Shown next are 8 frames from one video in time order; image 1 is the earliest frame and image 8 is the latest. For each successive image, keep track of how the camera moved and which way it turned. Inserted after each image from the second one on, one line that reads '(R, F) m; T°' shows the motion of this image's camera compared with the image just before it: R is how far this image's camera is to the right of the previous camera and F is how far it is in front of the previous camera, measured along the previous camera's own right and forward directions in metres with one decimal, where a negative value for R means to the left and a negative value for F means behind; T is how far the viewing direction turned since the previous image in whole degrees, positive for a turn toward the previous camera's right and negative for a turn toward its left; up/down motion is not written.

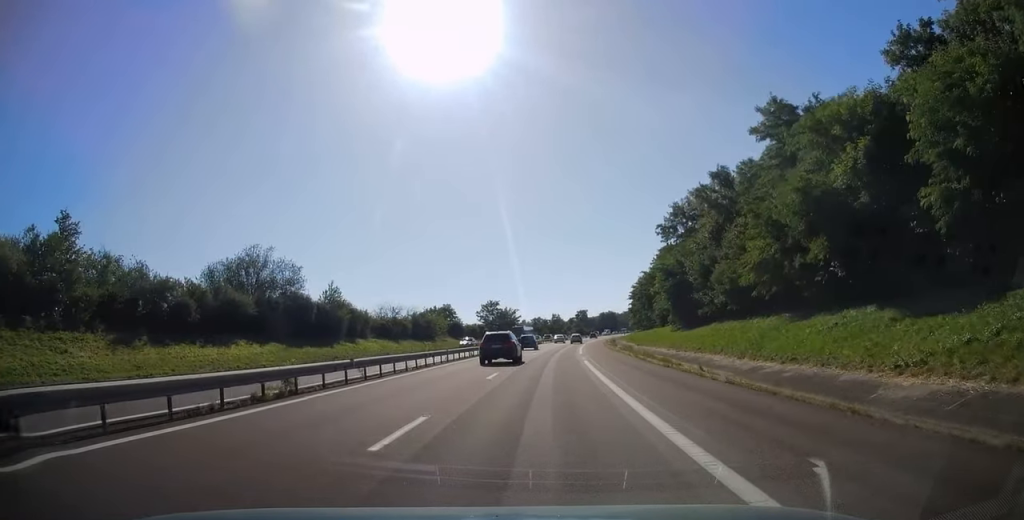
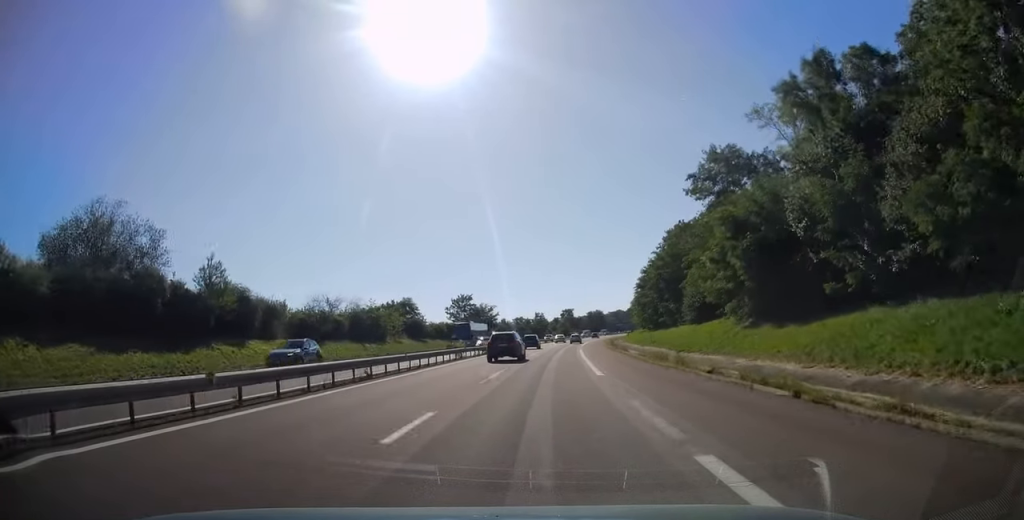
(+0.4, +25.1) m; +1°
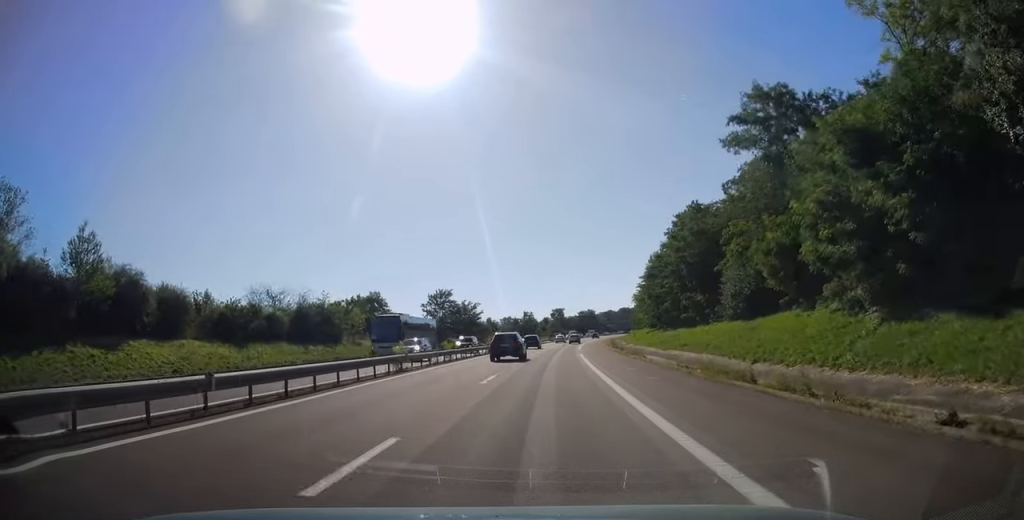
(+0.1, +15.4) m; +1°
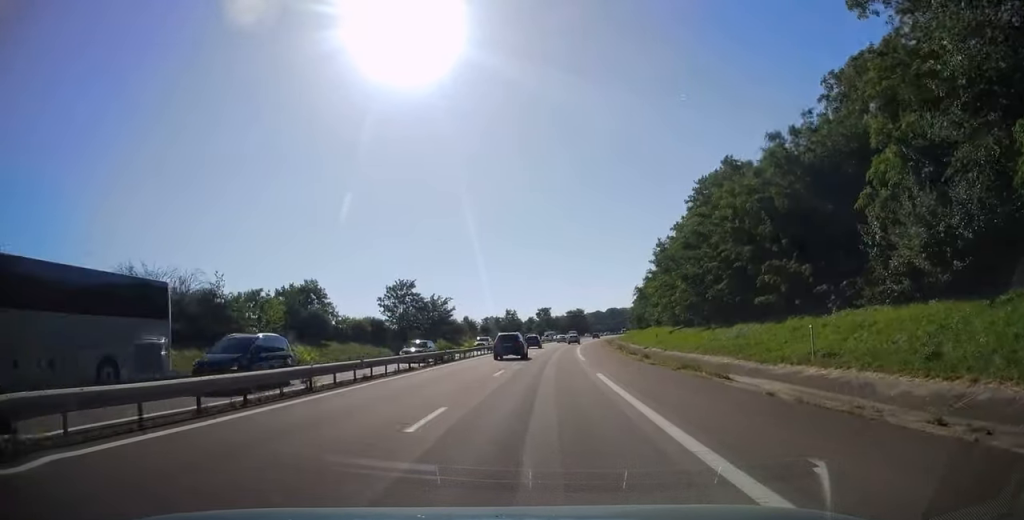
(+0.2, +22.1) m; +1°
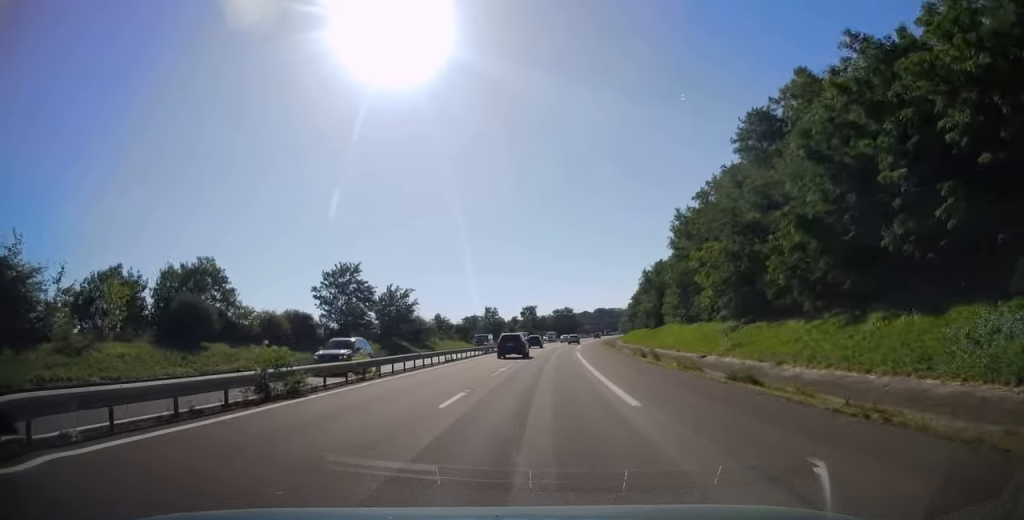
(+0.3, +22.7) m; +1°
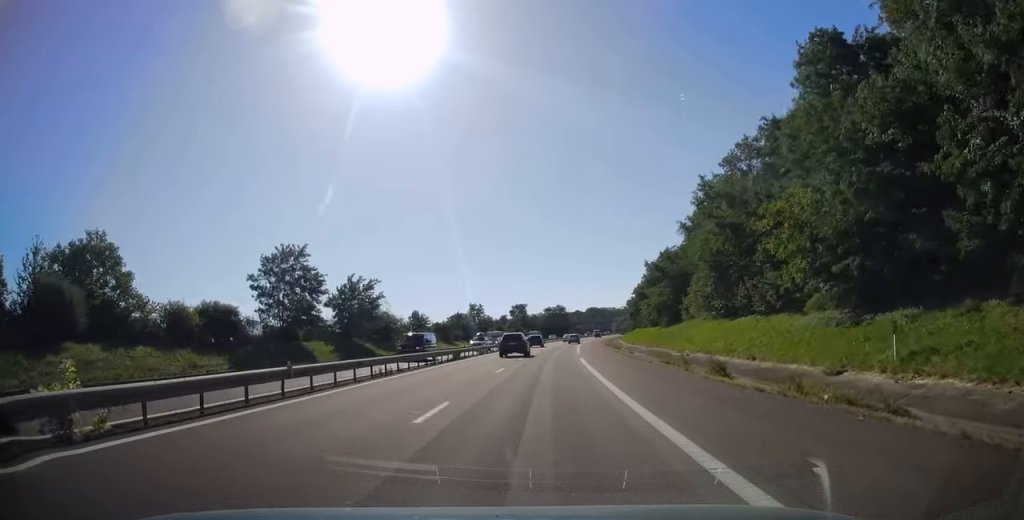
(+0.1, +15.0) m; +1°
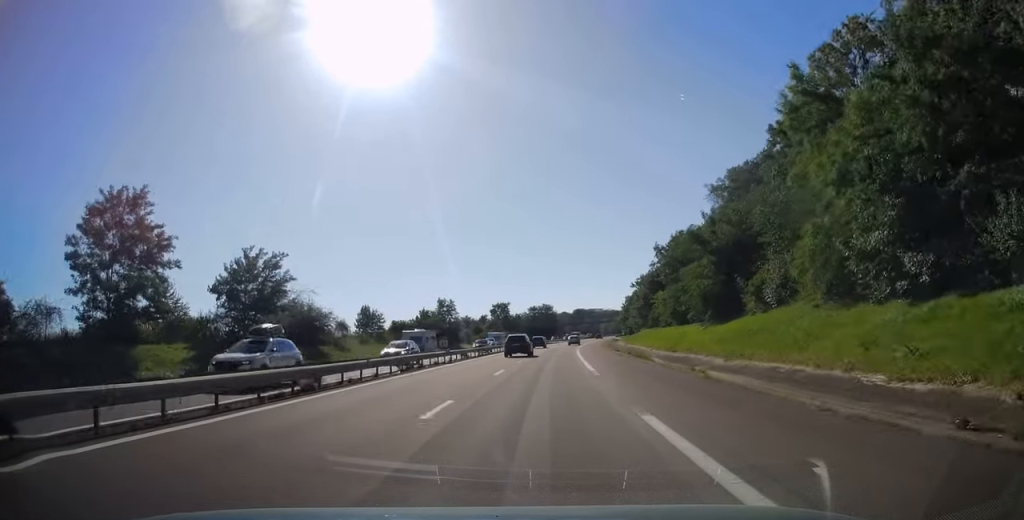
(+0.2, +25.4) m; +1°
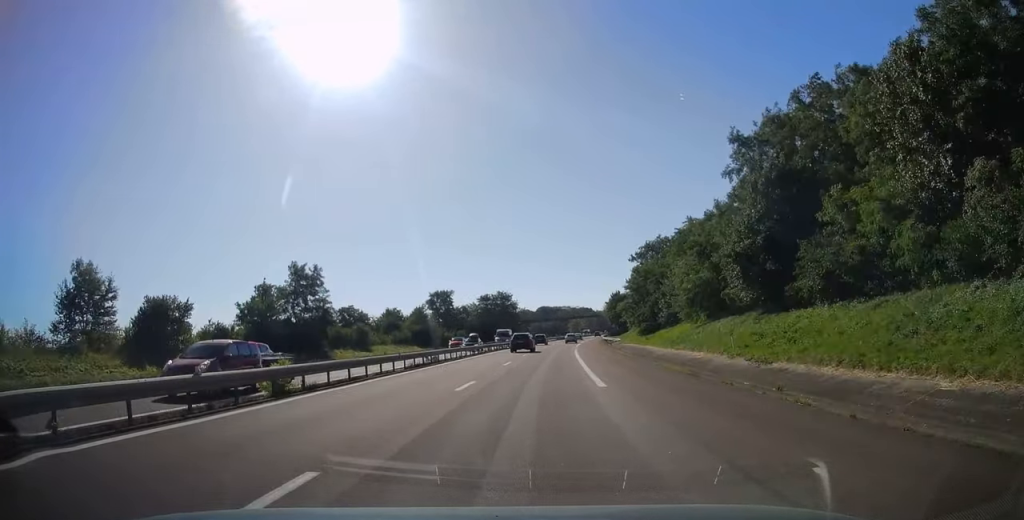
(+1.9, +58.6) m; +4°
